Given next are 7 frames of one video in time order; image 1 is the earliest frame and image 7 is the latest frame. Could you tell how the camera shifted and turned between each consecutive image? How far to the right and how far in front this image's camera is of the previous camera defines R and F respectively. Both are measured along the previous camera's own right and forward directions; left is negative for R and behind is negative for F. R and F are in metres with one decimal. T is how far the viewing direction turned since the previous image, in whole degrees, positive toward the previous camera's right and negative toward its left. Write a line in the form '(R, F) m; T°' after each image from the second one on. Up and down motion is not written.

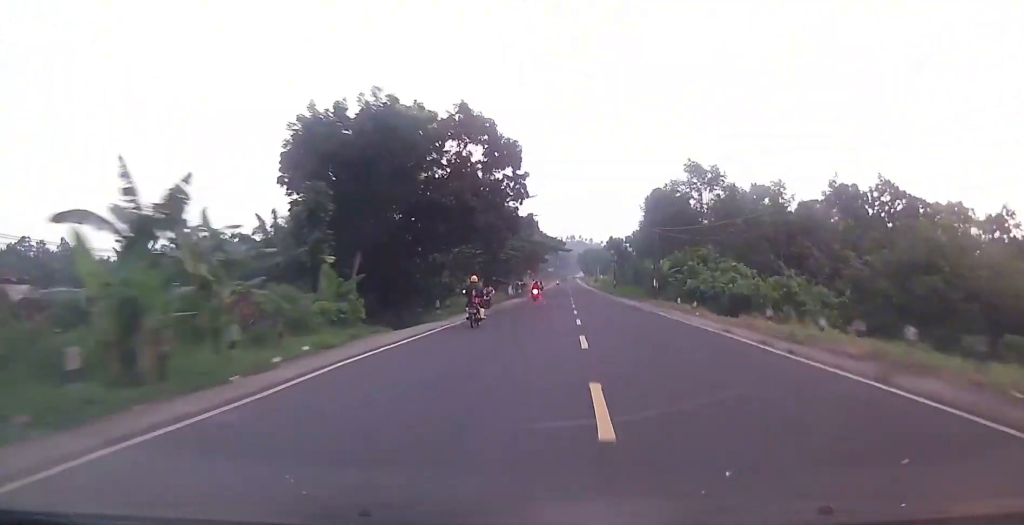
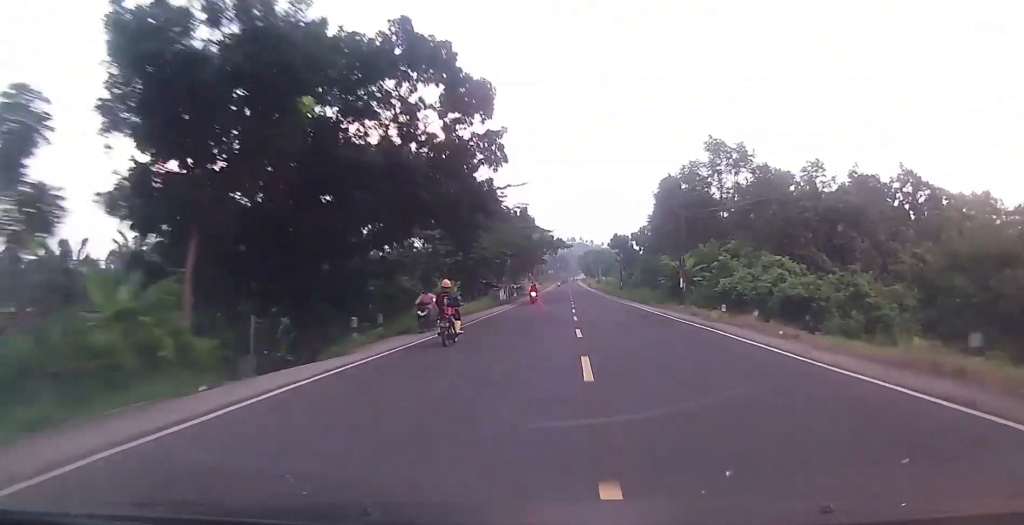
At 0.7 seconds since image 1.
(0.0, +12.6) m; +1°
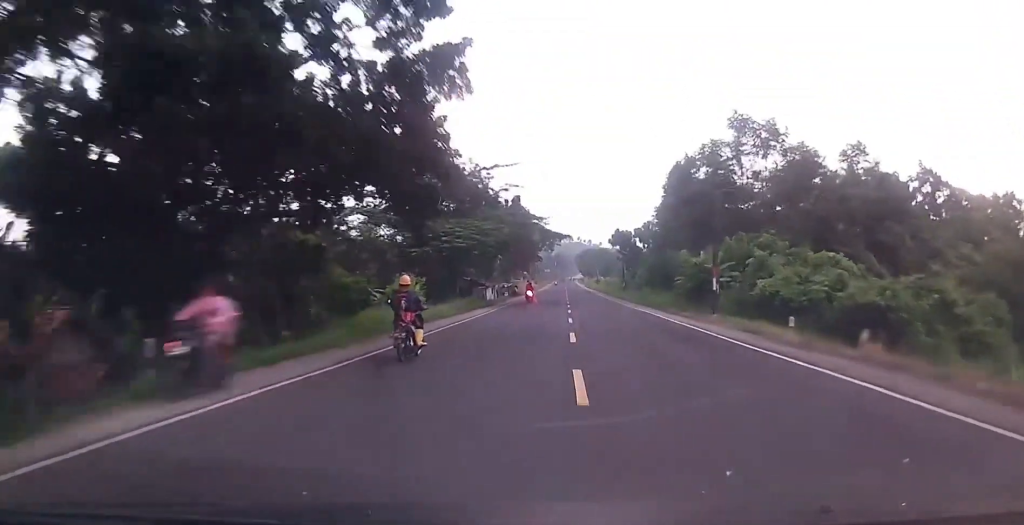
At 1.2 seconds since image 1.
(+0.3, +10.1) m; 0°
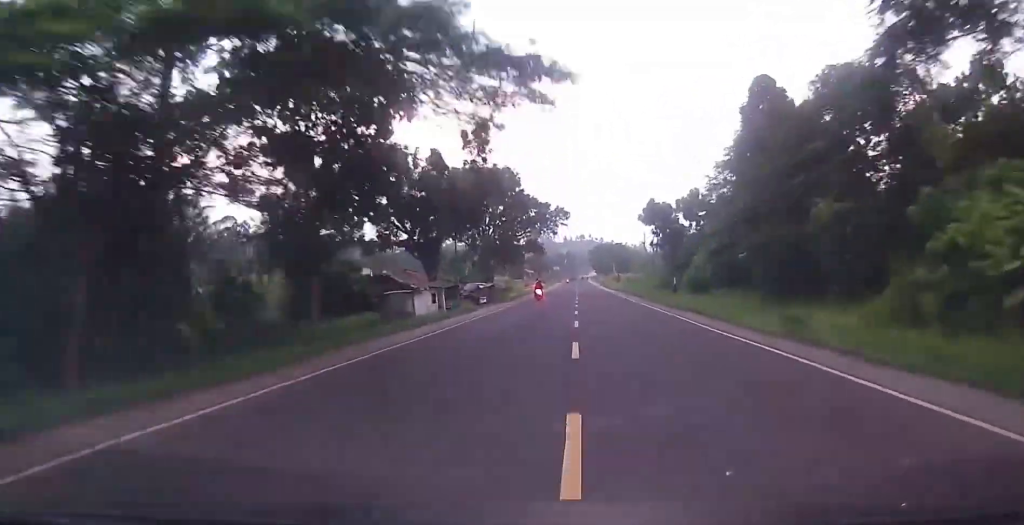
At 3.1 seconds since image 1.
(0.0, +36.6) m; -1°
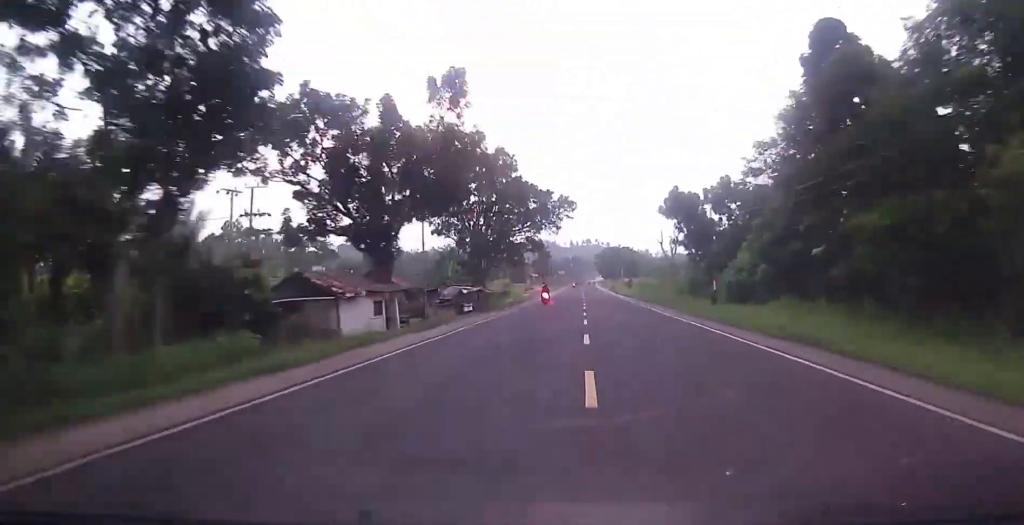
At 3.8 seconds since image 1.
(0.0, +12.7) m; -1°
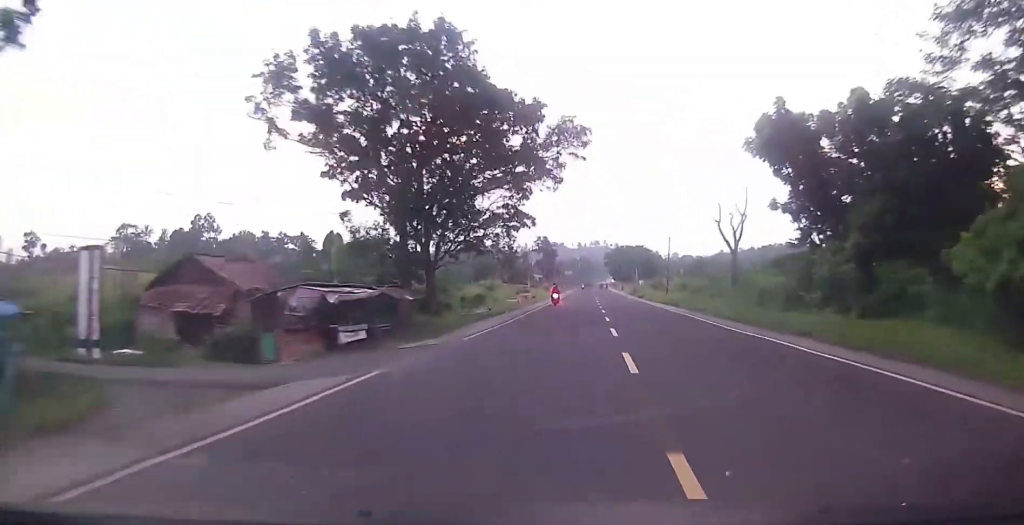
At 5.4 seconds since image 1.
(-0.5, +29.7) m; 0°
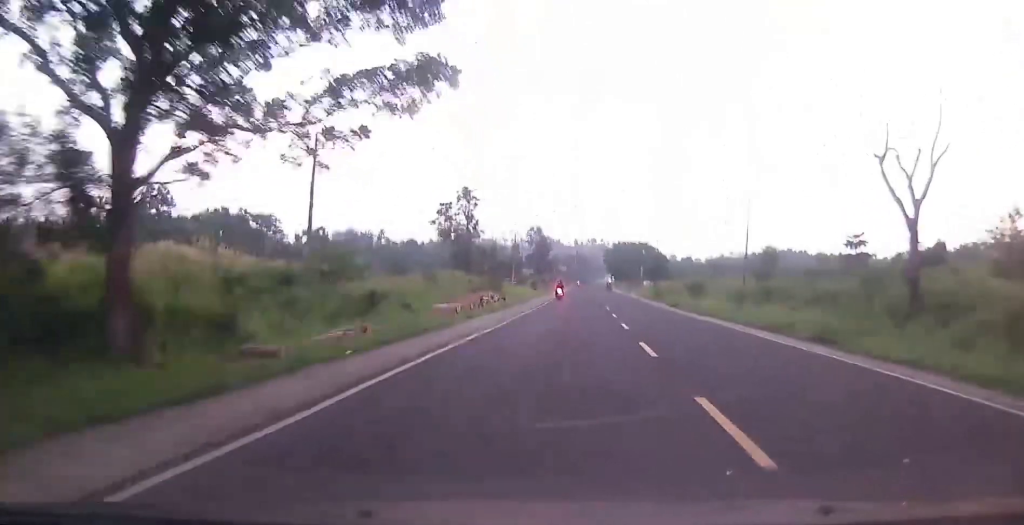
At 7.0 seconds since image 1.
(+0.1, +30.3) m; 0°
